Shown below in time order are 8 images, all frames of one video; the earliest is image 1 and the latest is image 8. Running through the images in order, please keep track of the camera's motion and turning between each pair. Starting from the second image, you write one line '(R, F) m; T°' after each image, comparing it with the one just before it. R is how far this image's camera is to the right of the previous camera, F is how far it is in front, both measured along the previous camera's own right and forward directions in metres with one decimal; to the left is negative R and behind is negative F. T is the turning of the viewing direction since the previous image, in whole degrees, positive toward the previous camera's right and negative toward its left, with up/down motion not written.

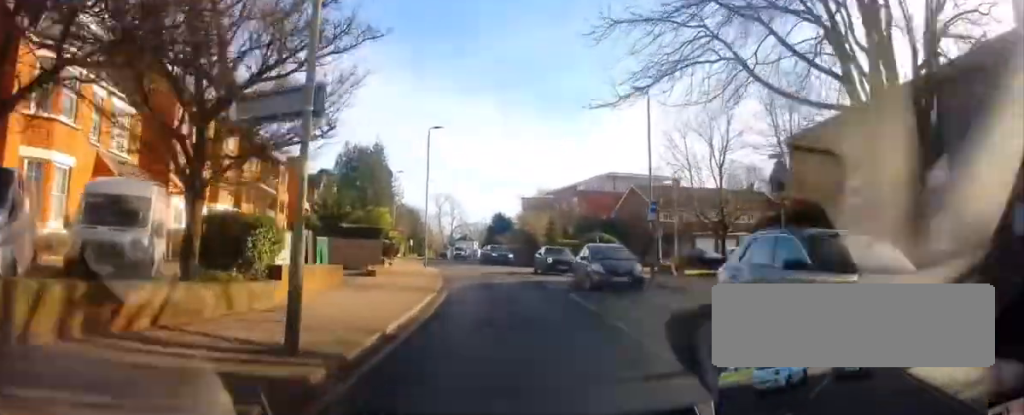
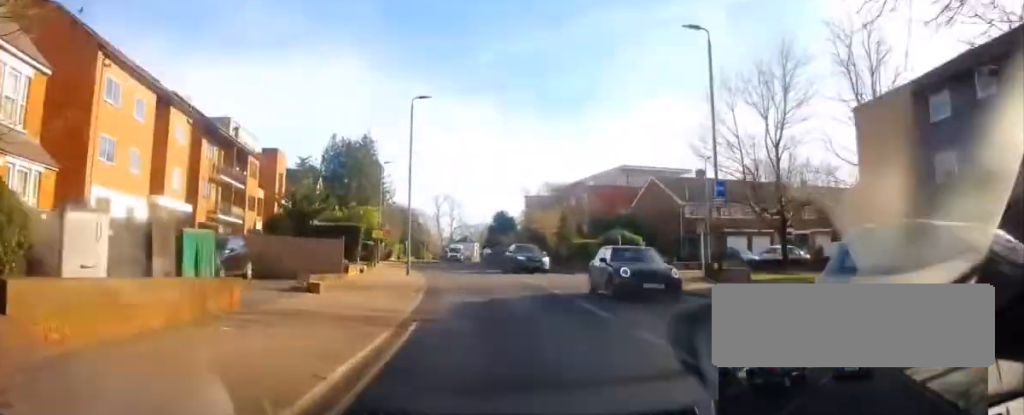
(+0.2, +8.0) m; 0°
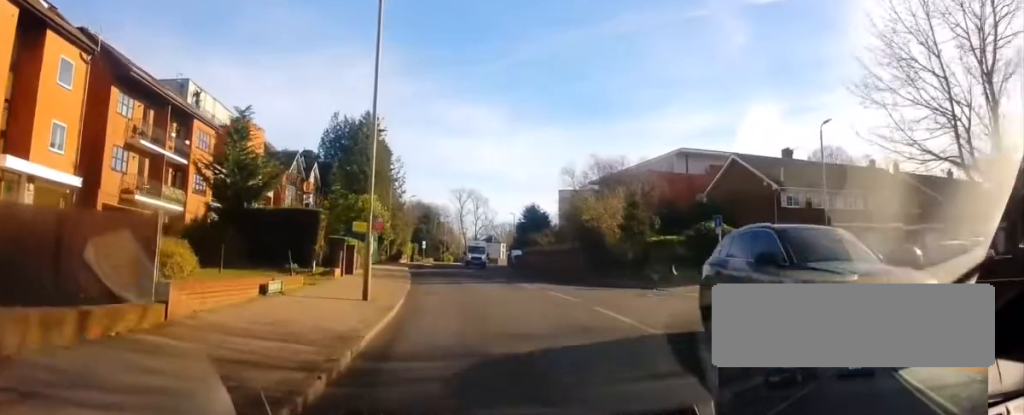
(-0.2, +13.5) m; -3°
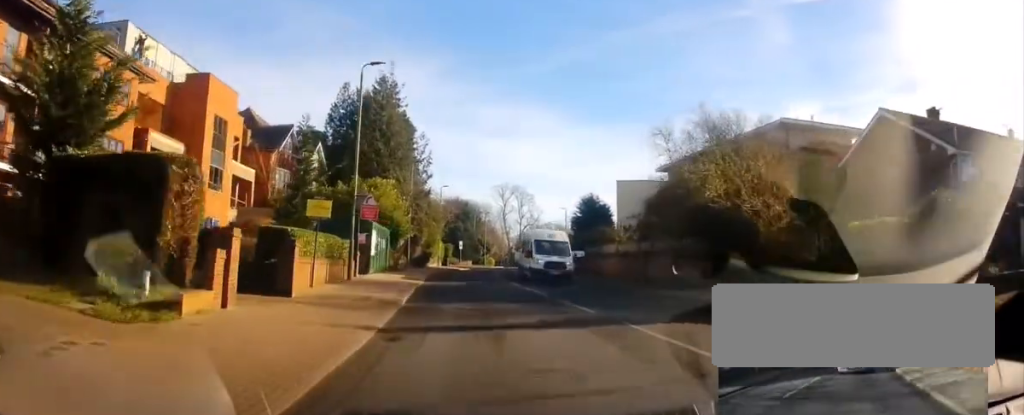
(-0.1, +13.9) m; -1°
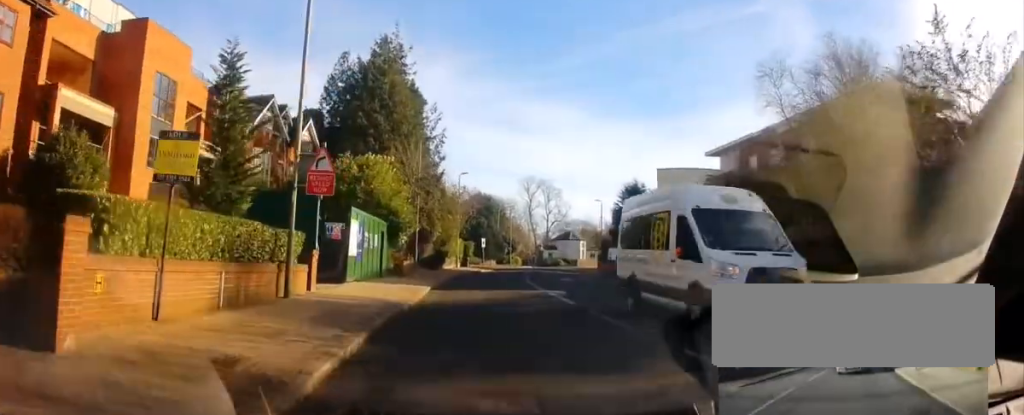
(-0.1, +8.9) m; -3°
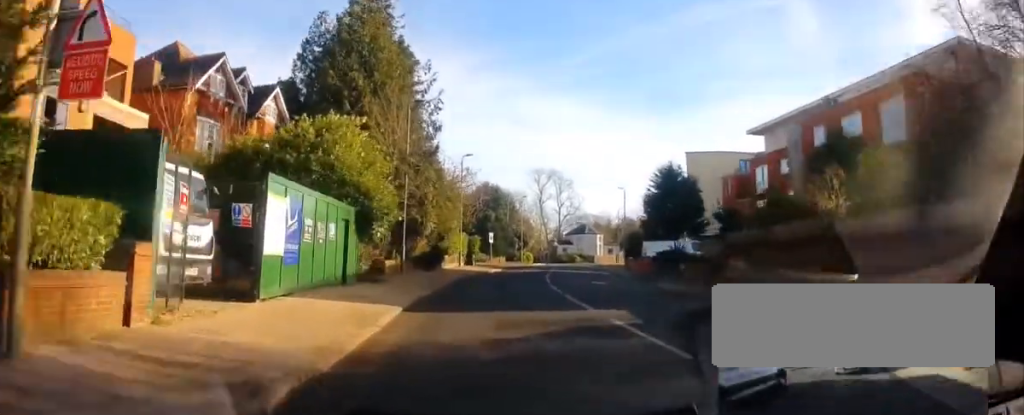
(-0.3, +8.4) m; -2°
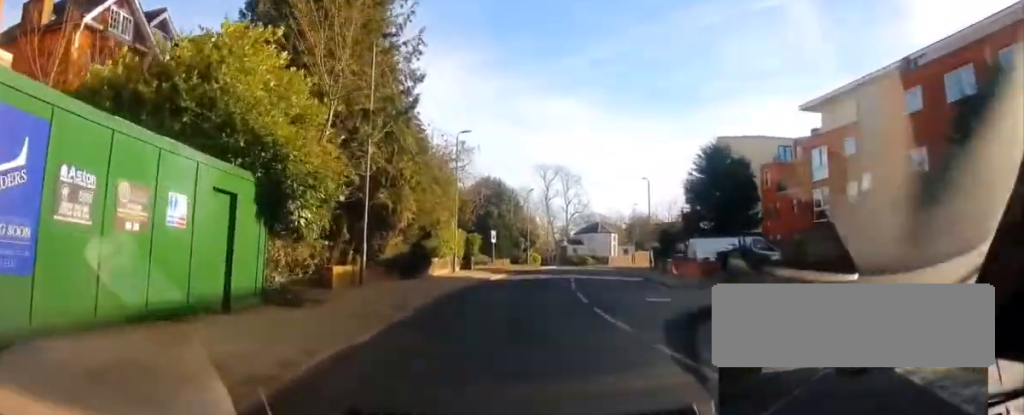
(-0.2, +9.2) m; -1°
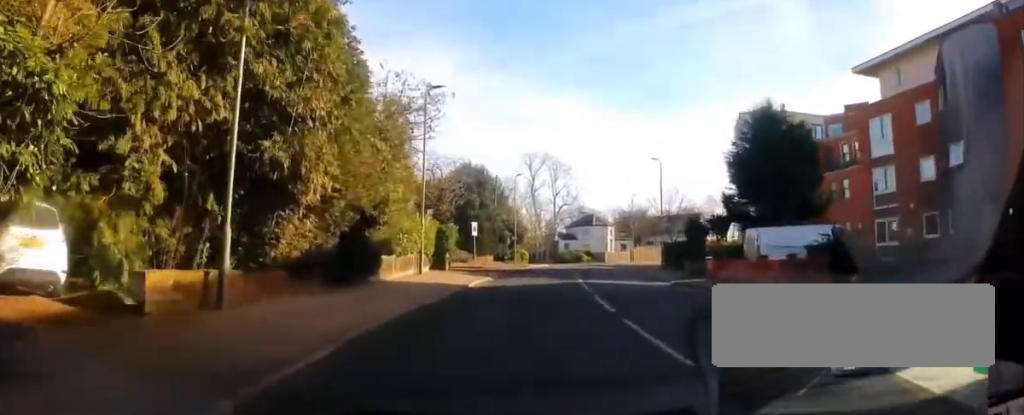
(0.0, +9.3) m; +1°
